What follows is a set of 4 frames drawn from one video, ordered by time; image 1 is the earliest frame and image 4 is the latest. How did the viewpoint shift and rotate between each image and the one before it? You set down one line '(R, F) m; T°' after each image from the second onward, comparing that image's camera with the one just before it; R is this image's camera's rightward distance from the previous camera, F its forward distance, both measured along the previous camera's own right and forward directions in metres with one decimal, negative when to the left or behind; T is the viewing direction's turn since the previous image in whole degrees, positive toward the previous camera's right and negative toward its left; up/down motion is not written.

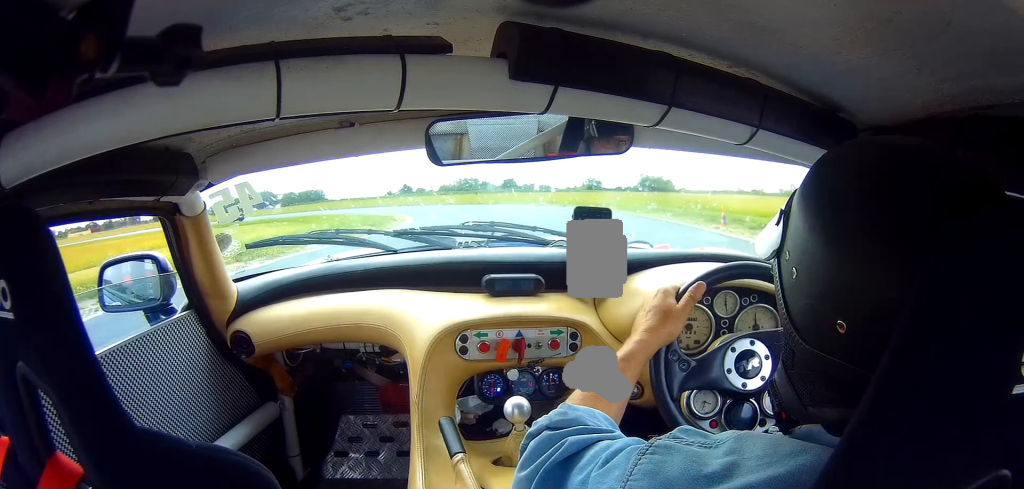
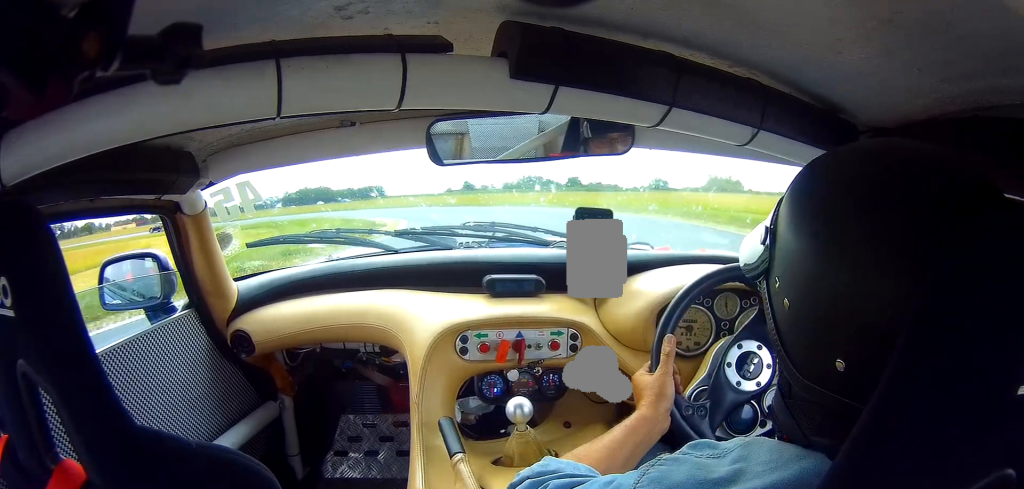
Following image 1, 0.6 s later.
(+0.9, +11.2) m; -5°
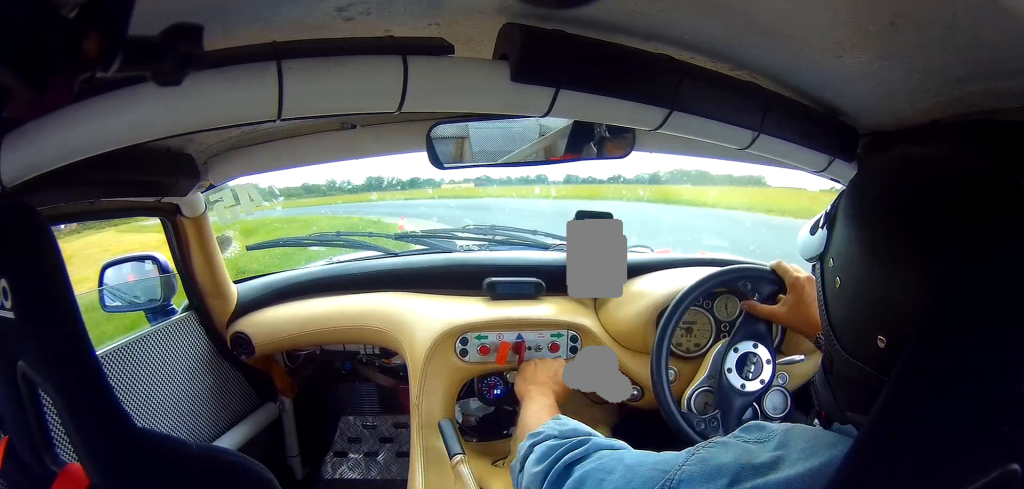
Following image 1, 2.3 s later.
(-10.2, +34.6) m; -35°
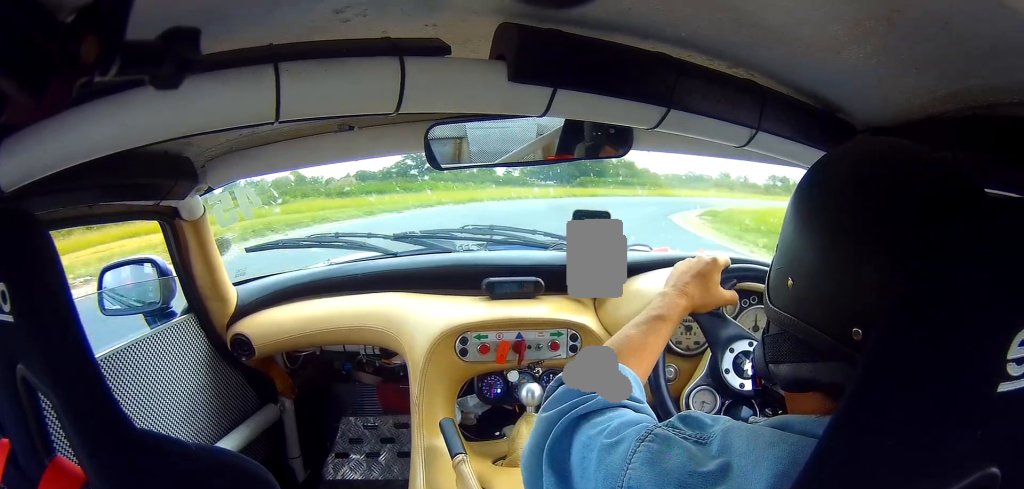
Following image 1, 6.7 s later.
(-54.1, +90.9) m; -18°
